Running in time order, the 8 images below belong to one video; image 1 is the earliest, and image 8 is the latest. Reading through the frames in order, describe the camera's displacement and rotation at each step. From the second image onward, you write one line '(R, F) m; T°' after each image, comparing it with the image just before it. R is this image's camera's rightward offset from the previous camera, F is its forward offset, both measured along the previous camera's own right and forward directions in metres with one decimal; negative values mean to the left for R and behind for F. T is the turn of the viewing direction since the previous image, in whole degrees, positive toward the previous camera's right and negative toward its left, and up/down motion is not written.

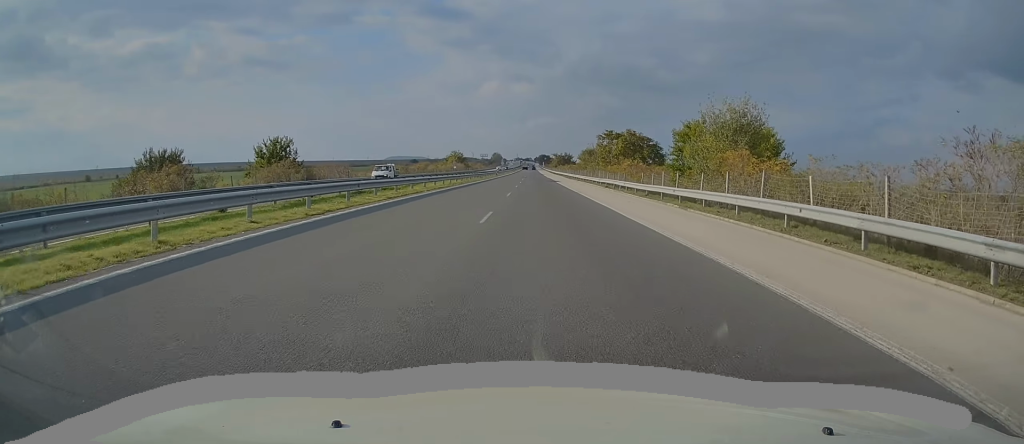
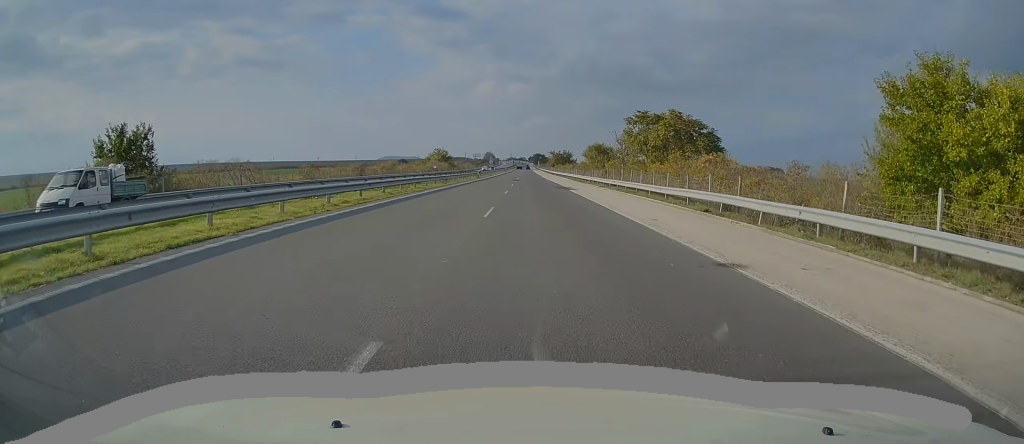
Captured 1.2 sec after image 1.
(+0.2, +29.8) m; 0°
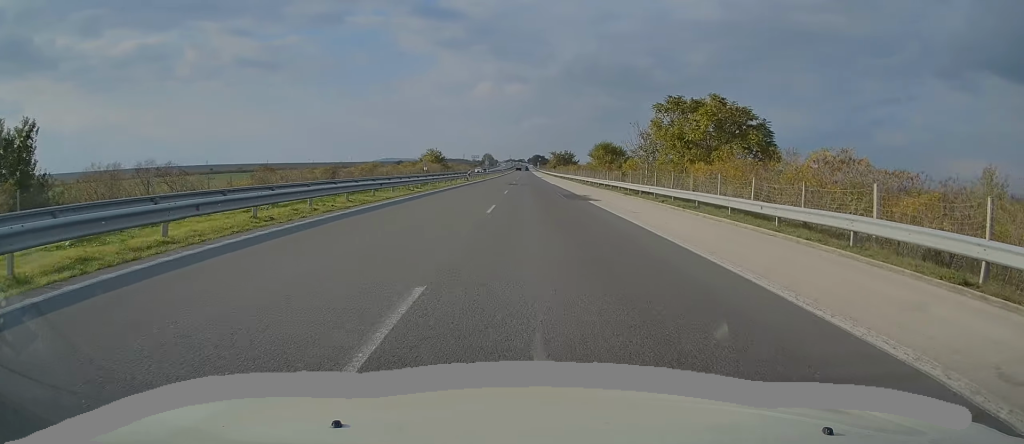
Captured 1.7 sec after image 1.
(0.0, +13.7) m; 0°
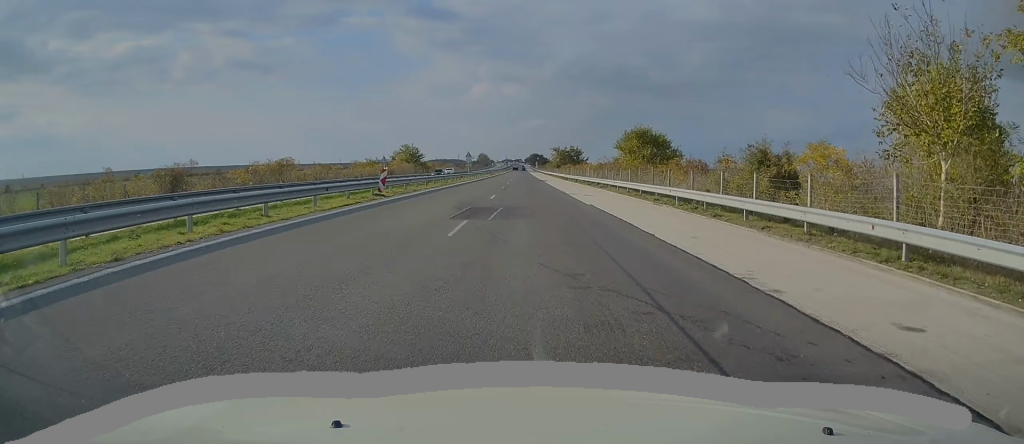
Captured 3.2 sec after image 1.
(0.0, +38.4) m; 0°
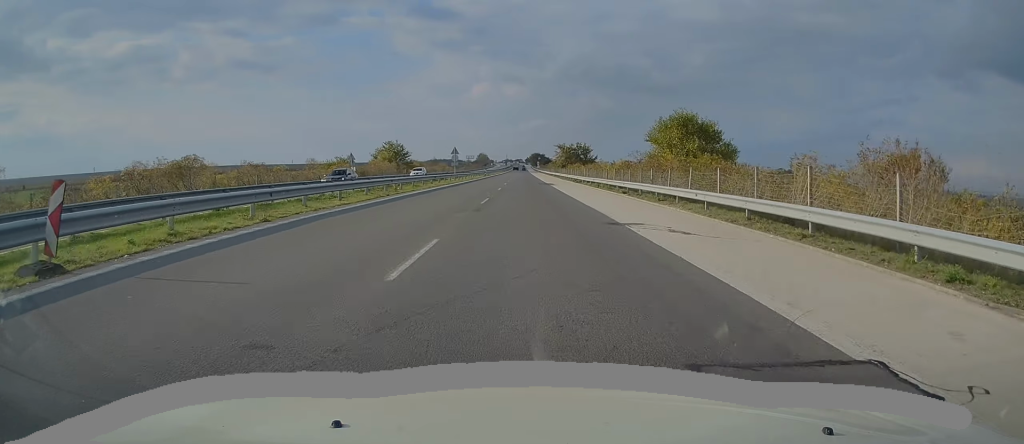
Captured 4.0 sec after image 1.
(0.0, +20.5) m; 0°
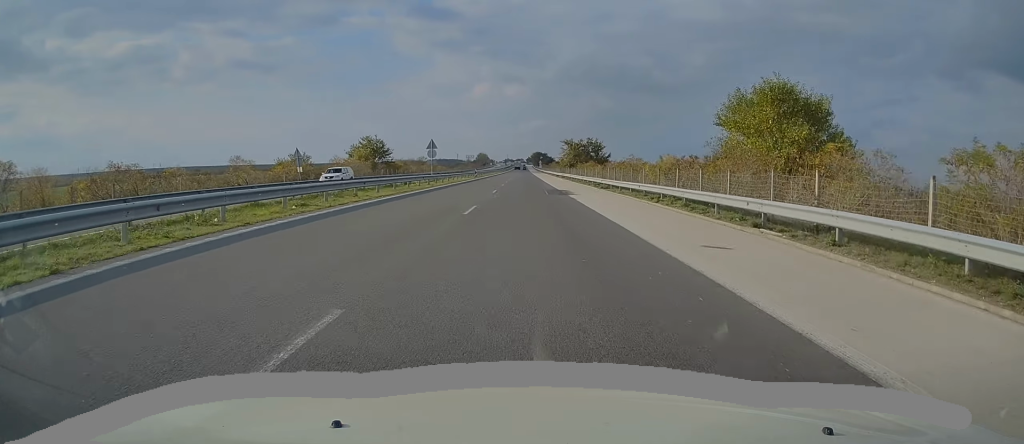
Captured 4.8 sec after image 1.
(0.0, +21.4) m; 0°
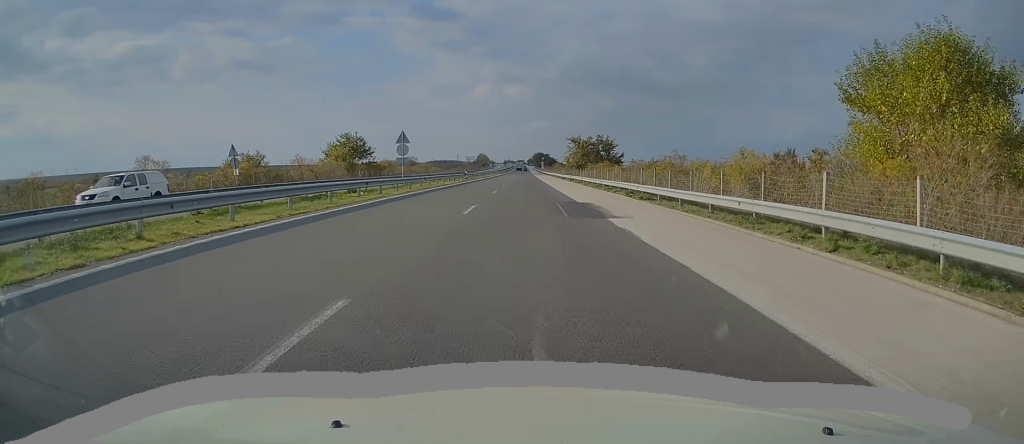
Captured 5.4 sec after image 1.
(0.0, +15.4) m; 0°
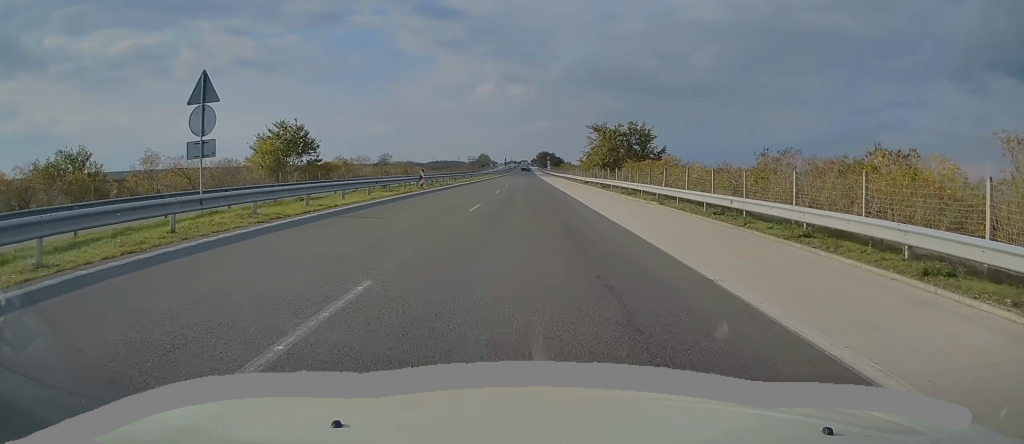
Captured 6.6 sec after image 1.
(+0.2, +30.9) m; 0°
